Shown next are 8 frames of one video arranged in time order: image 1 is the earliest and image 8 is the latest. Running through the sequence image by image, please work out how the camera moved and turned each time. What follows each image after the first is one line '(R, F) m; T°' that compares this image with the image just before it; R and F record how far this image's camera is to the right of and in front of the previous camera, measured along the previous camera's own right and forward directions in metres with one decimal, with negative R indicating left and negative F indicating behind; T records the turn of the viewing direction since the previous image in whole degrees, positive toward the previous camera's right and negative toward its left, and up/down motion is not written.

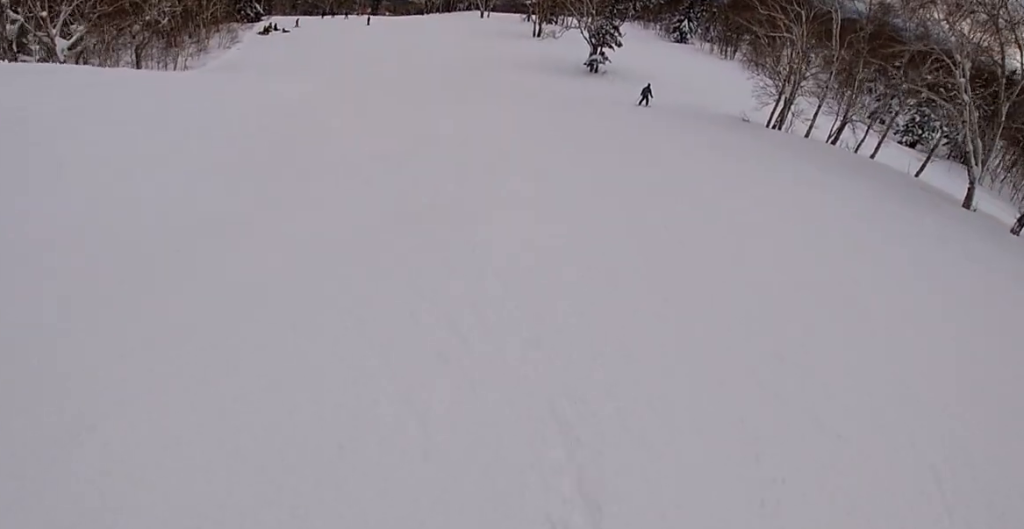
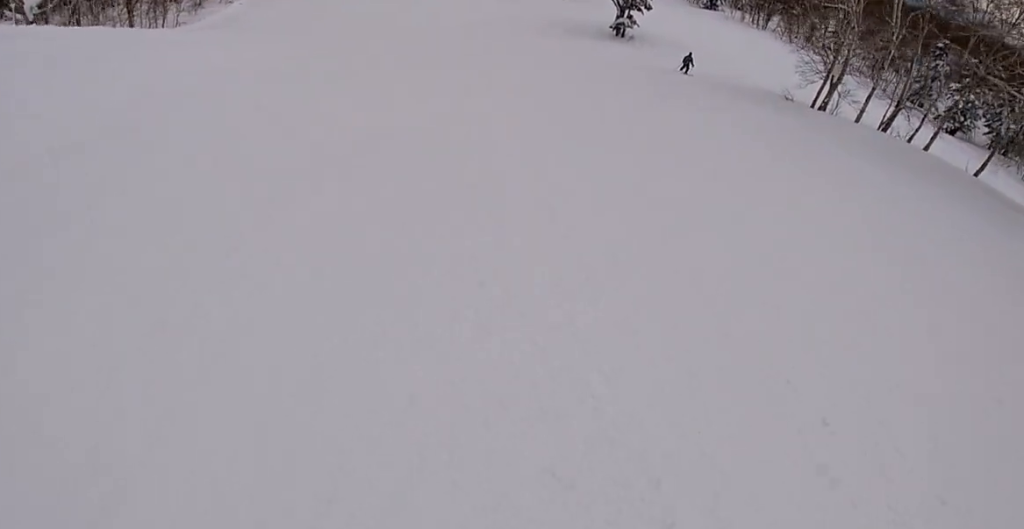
(0.0, +3.5) m; -8°
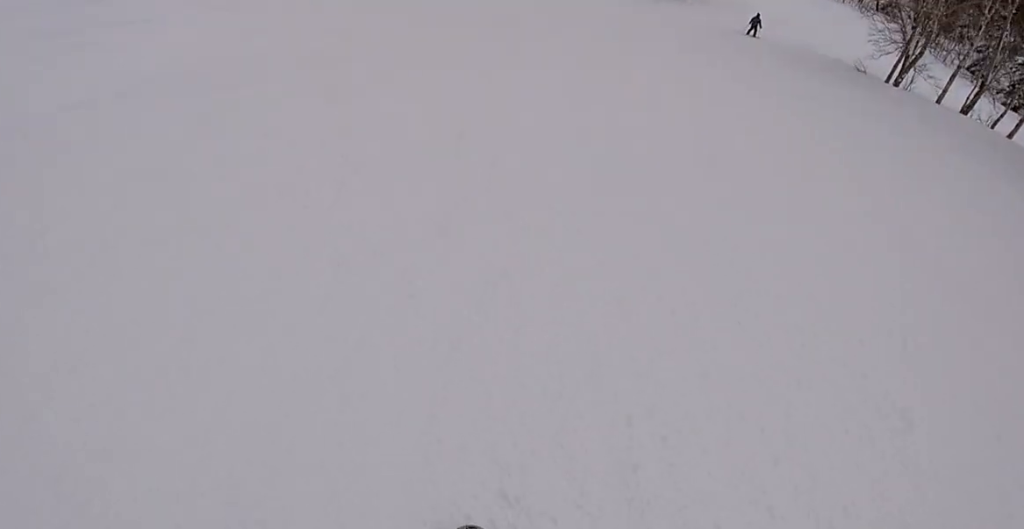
(-0.4, +3.2) m; -12°
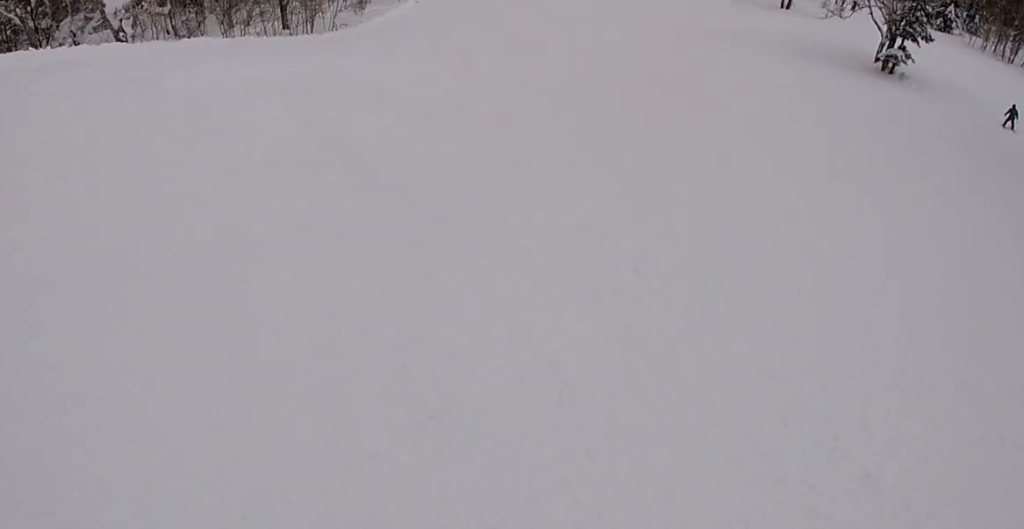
(-2.0, +8.0) m; -14°
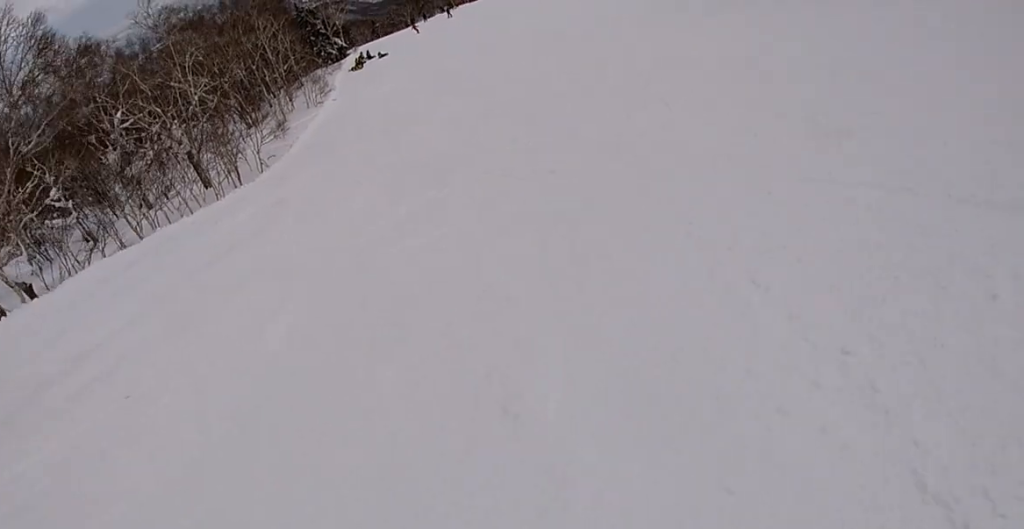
(0.0, +8.7) m; +4°
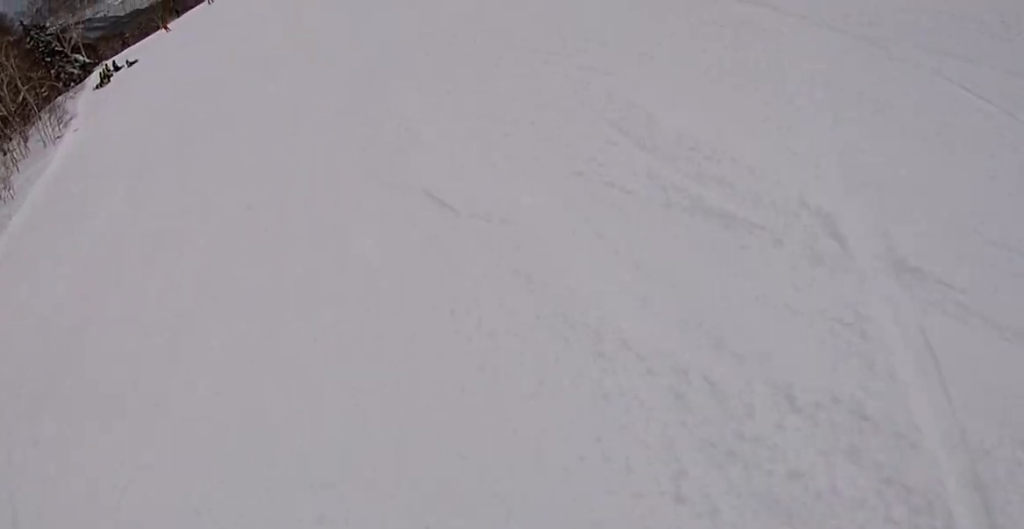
(+0.7, +9.0) m; +14°
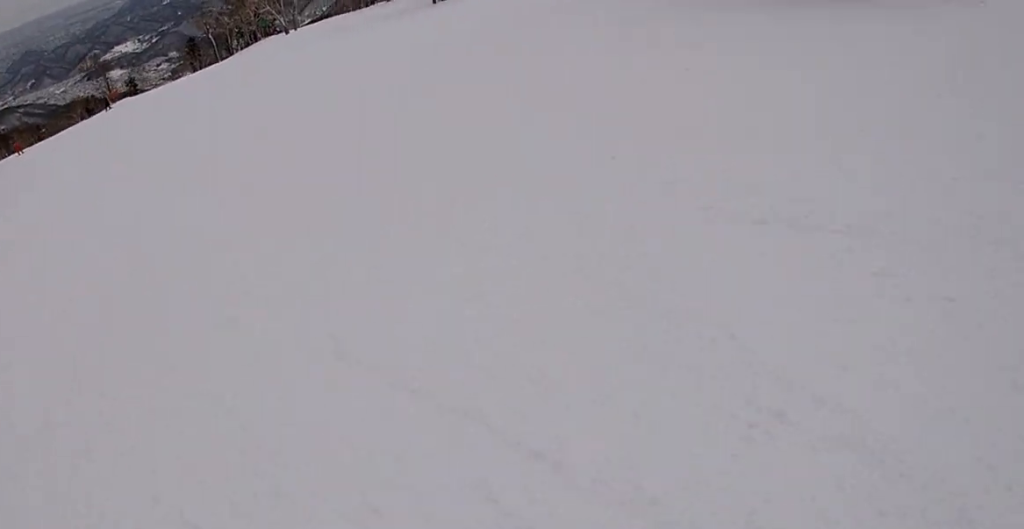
(+3.5, +14.1) m; +23°
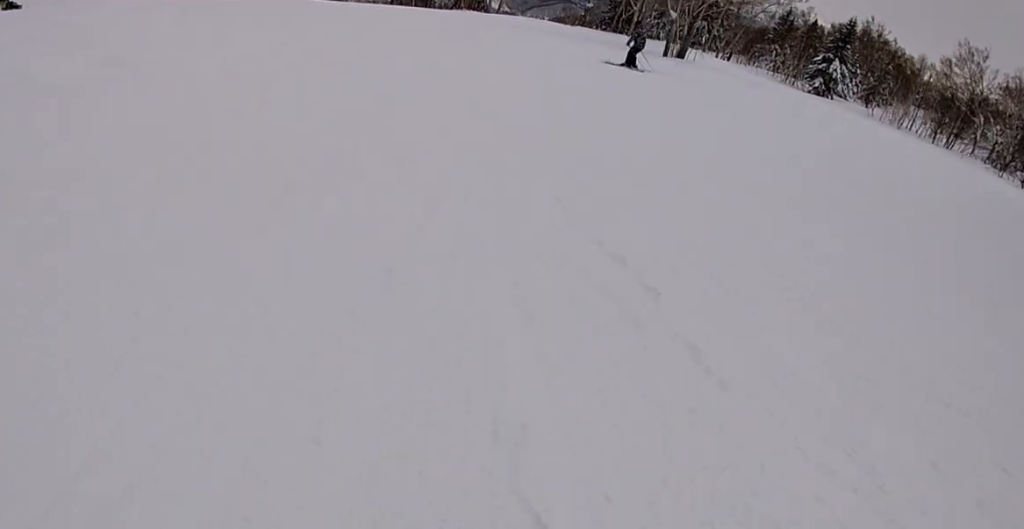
(-0.6, +13.4) m; -14°
